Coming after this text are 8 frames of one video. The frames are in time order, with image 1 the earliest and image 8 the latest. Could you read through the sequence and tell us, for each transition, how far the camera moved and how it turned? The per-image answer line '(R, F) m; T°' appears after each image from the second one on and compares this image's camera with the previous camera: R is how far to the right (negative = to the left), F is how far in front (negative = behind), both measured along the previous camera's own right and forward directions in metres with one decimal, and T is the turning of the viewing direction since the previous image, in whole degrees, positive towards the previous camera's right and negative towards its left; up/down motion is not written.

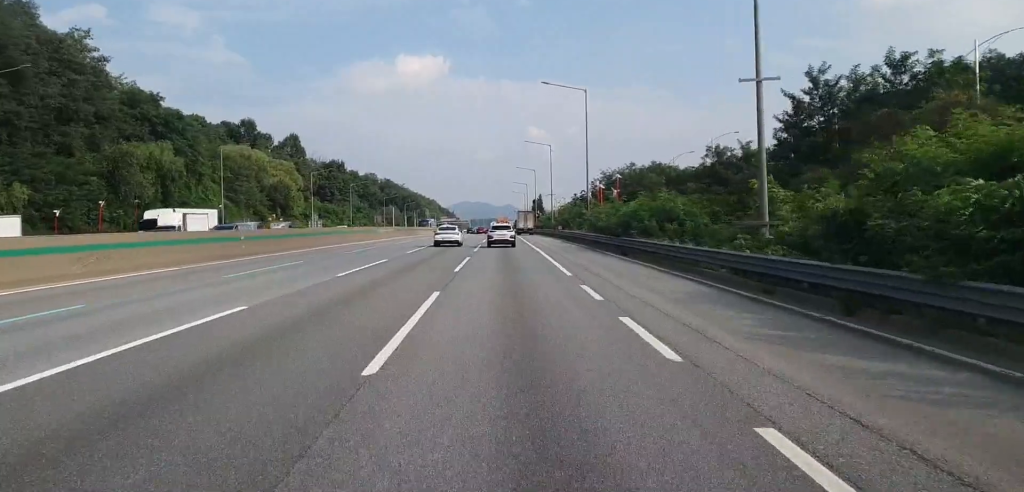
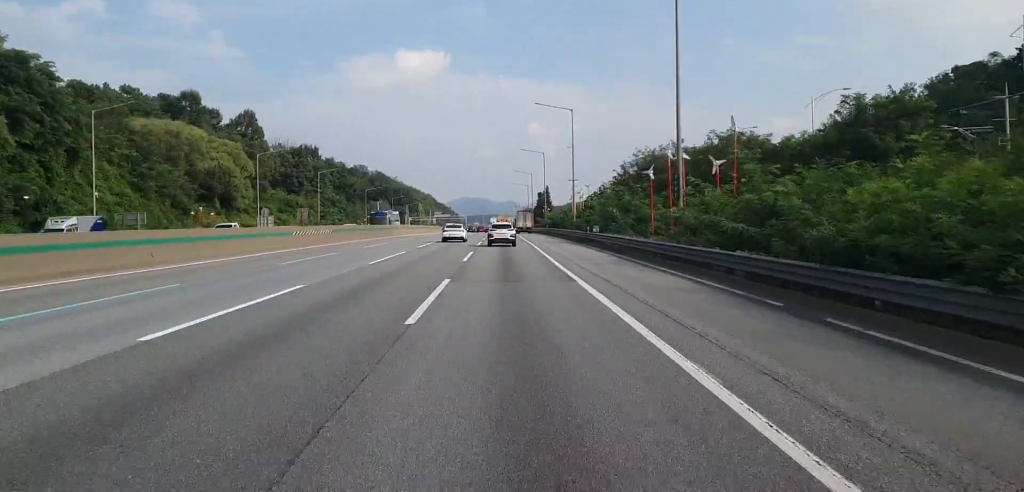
(-0.3, +31.4) m; -2°
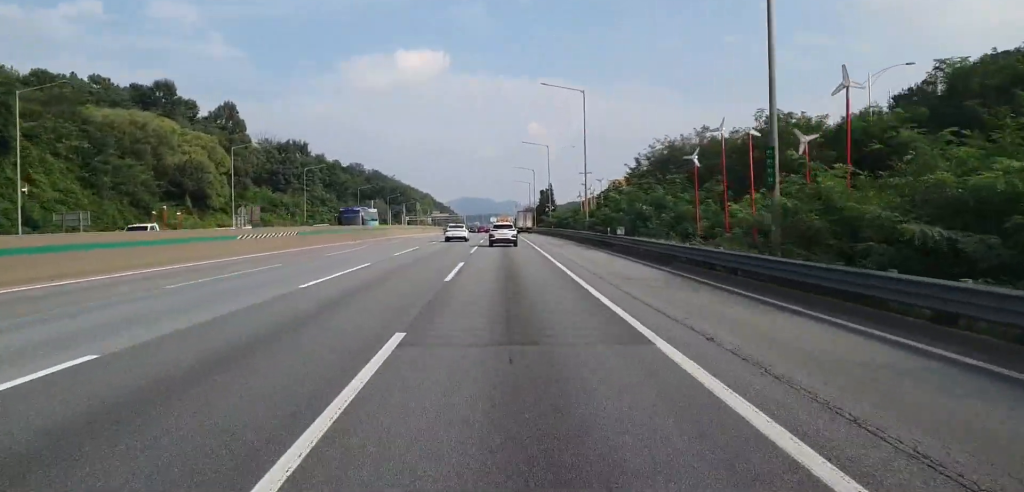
(-0.3, +10.4) m; 0°
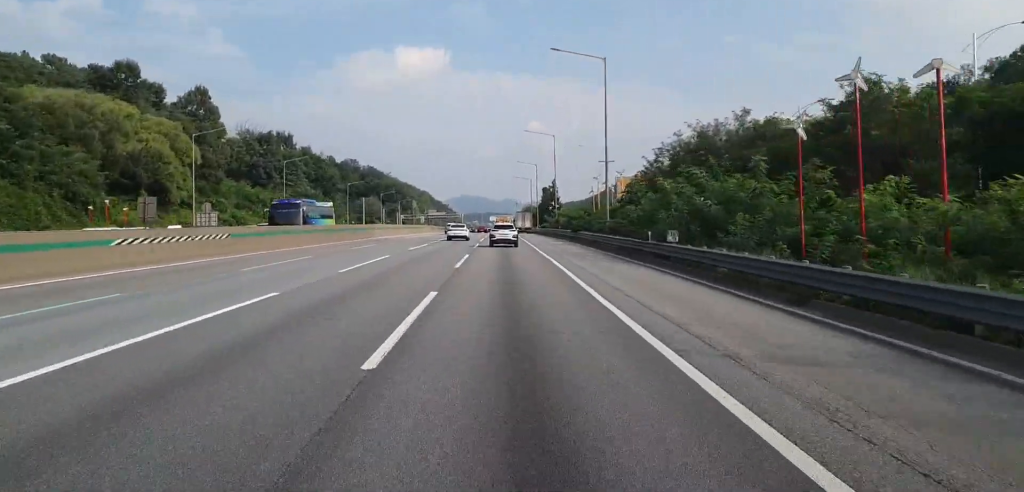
(+0.3, +12.5) m; +1°
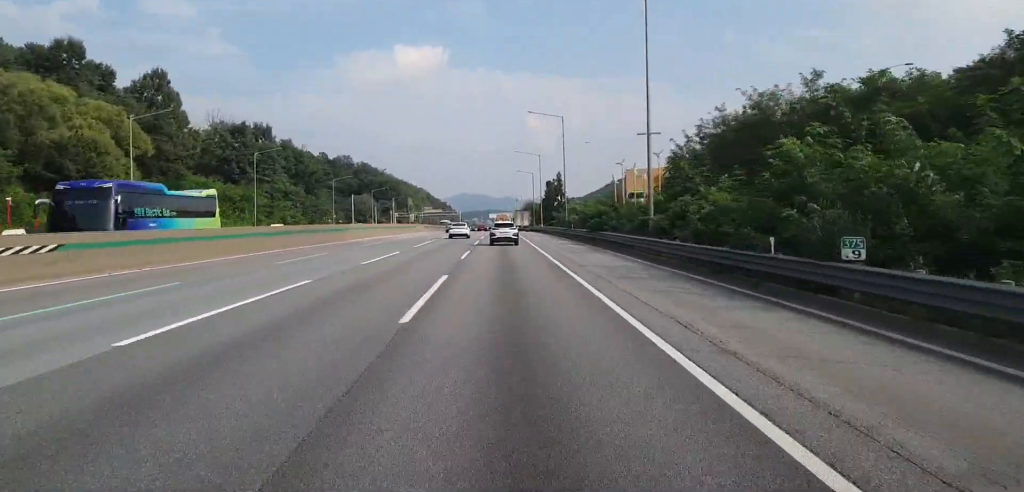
(+0.1, +14.5) m; 0°
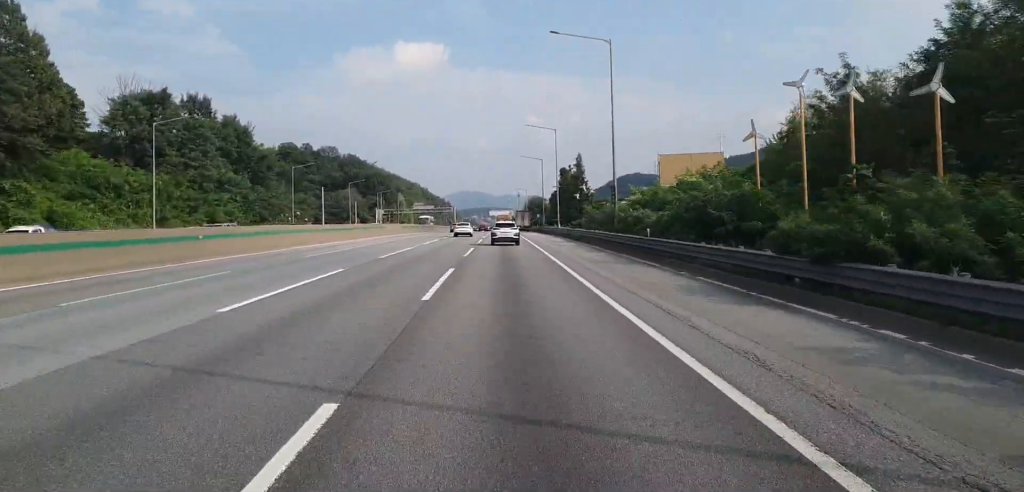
(-0.1, +32.9) m; 0°
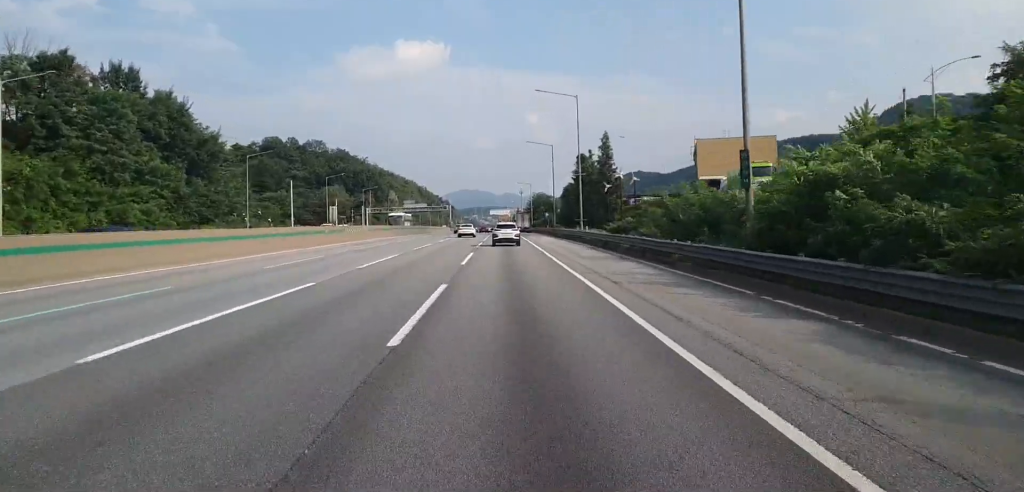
(0.0, +24.2) m; 0°
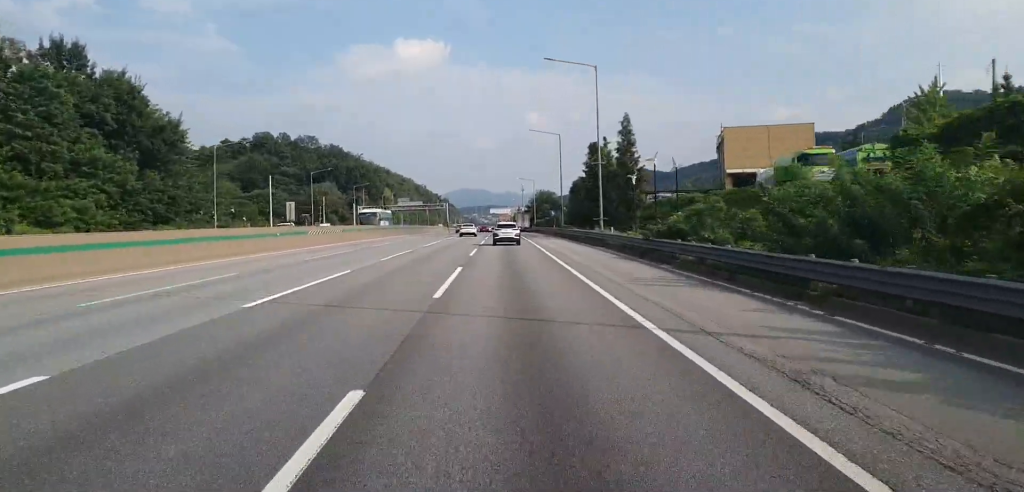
(0.0, +12.6) m; +1°
